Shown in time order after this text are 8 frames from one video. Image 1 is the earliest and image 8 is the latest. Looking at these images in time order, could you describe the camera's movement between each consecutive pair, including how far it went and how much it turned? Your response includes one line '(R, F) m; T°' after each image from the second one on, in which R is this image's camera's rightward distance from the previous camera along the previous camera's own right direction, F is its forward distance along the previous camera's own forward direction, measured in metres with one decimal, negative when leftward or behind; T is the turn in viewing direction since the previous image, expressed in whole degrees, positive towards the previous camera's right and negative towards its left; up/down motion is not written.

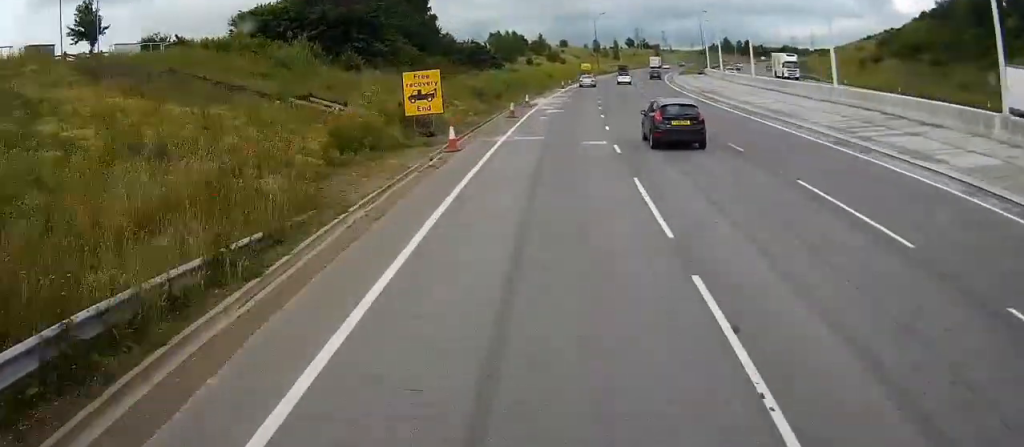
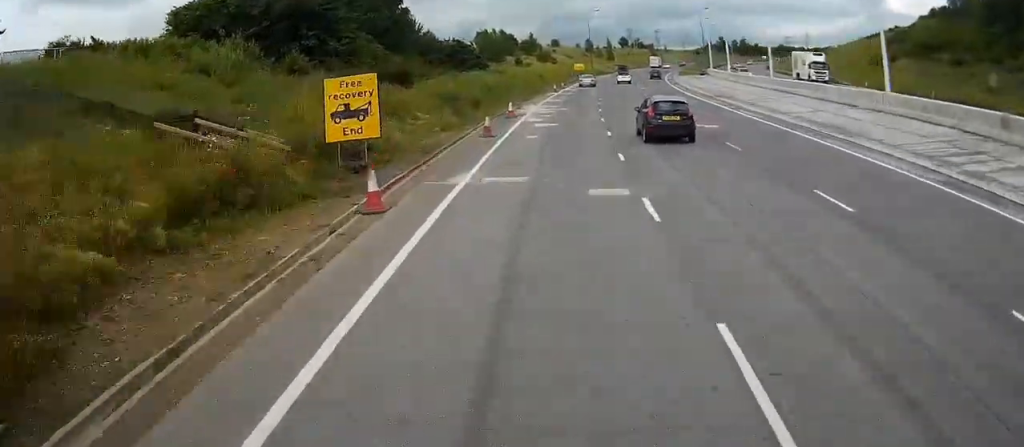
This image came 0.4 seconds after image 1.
(+0.1, +9.3) m; +1°
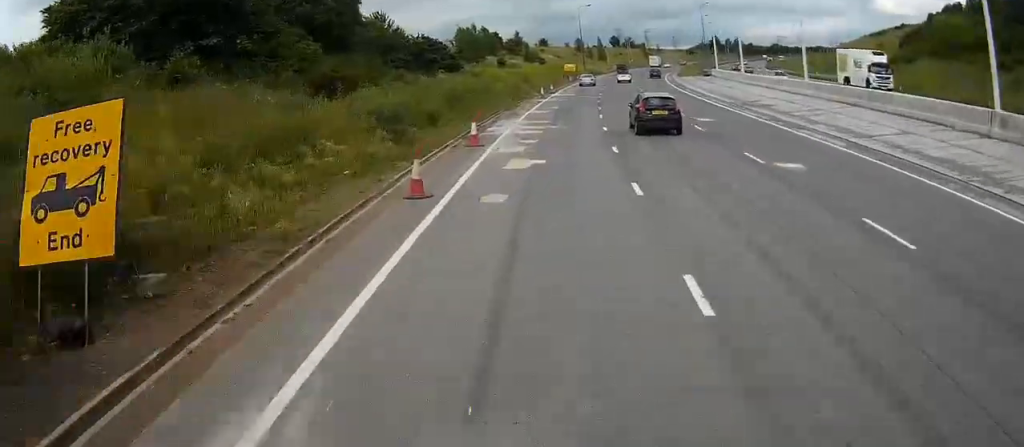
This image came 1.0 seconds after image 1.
(-0.1, +11.5) m; +2°
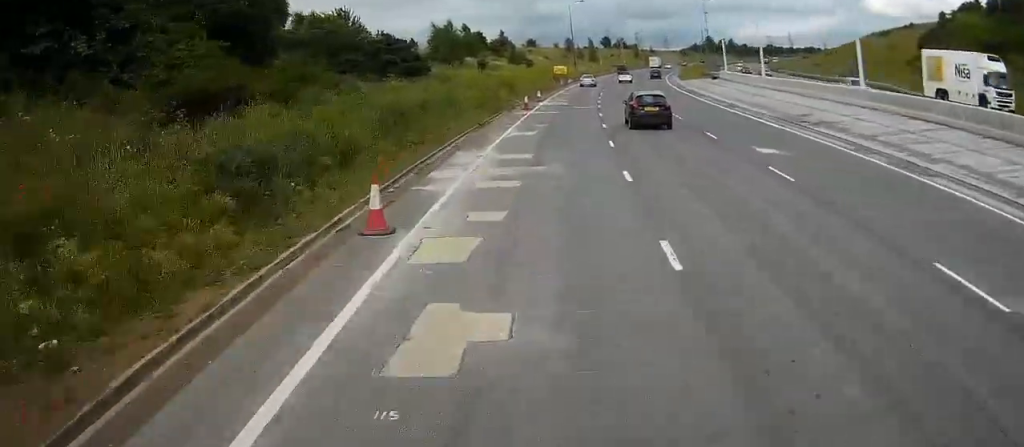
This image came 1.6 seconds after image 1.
(+0.4, +12.3) m; +1°
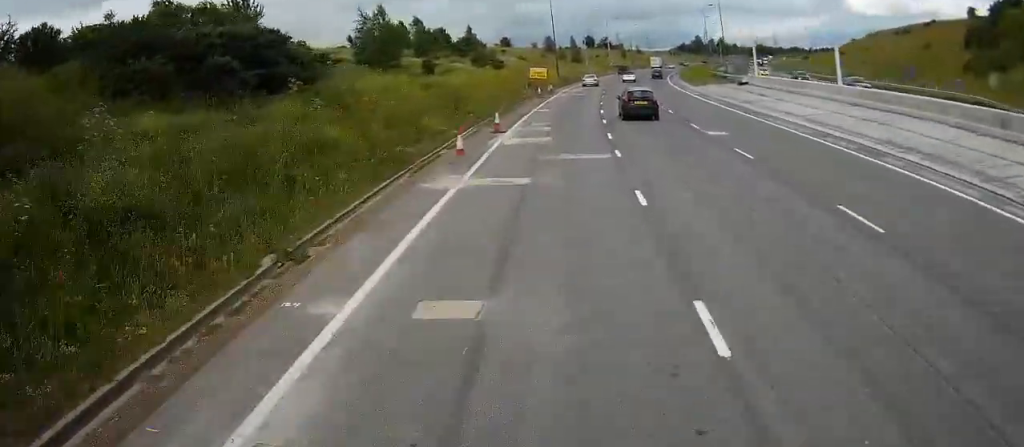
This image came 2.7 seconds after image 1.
(+0.4, +23.3) m; +1°
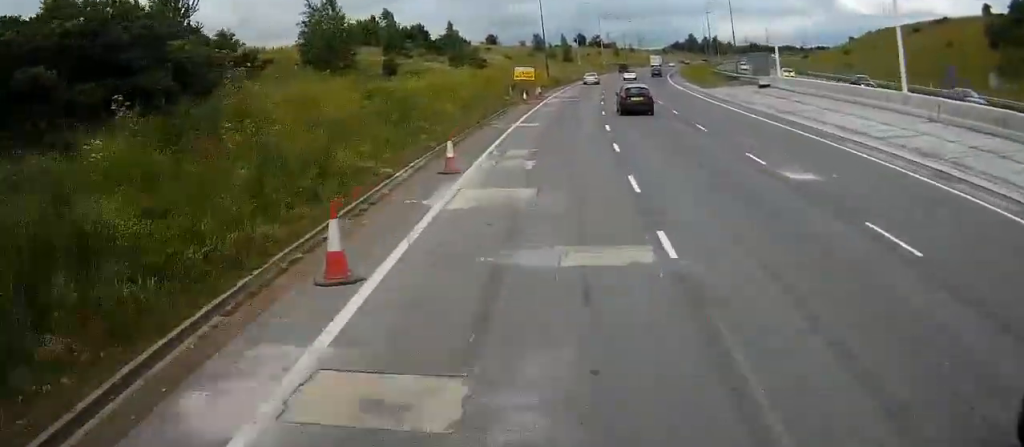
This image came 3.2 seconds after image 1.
(0.0, +10.2) m; 0°
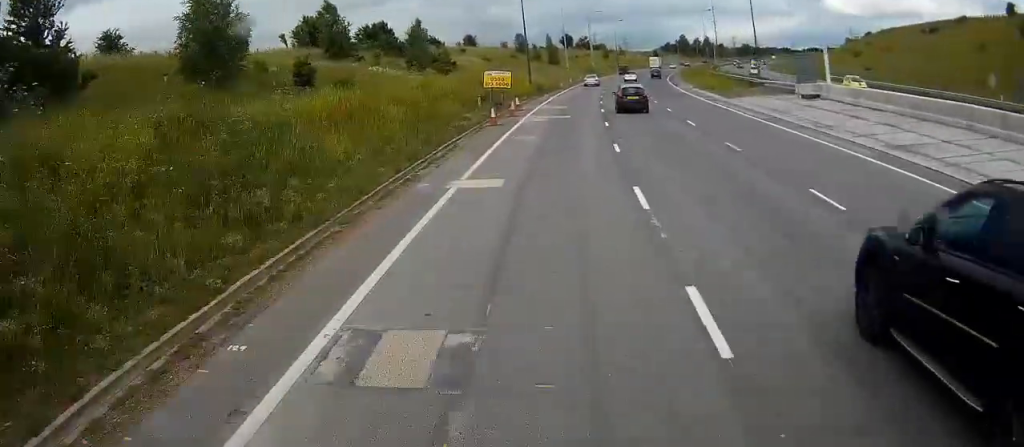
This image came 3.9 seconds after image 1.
(0.0, +14.6) m; 0°
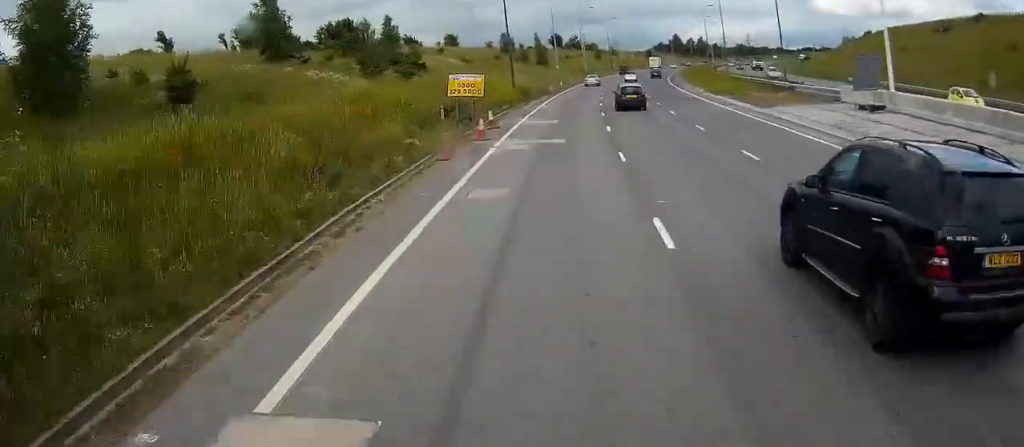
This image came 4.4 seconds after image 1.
(0.0, +11.7) m; 0°
